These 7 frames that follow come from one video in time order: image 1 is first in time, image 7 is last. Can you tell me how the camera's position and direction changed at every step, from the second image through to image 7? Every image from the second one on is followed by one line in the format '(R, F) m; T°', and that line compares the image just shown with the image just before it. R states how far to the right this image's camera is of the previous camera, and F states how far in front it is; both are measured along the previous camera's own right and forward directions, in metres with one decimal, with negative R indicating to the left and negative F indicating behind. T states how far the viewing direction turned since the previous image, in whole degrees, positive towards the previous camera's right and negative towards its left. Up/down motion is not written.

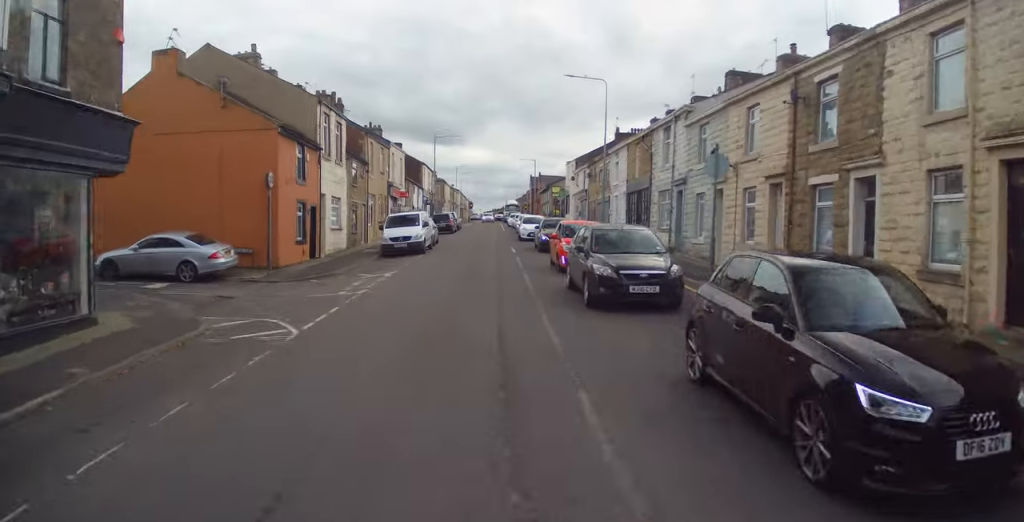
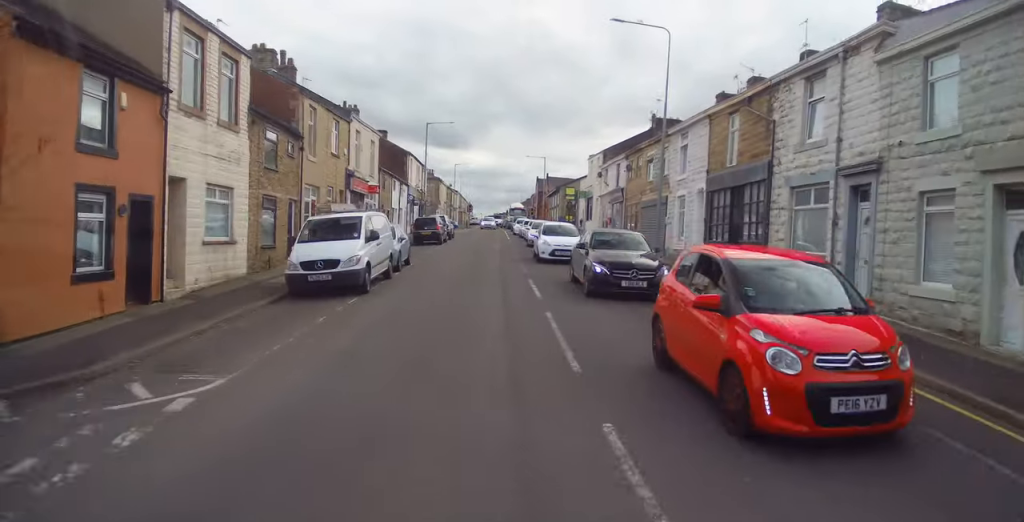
(-0.3, +12.6) m; -2°
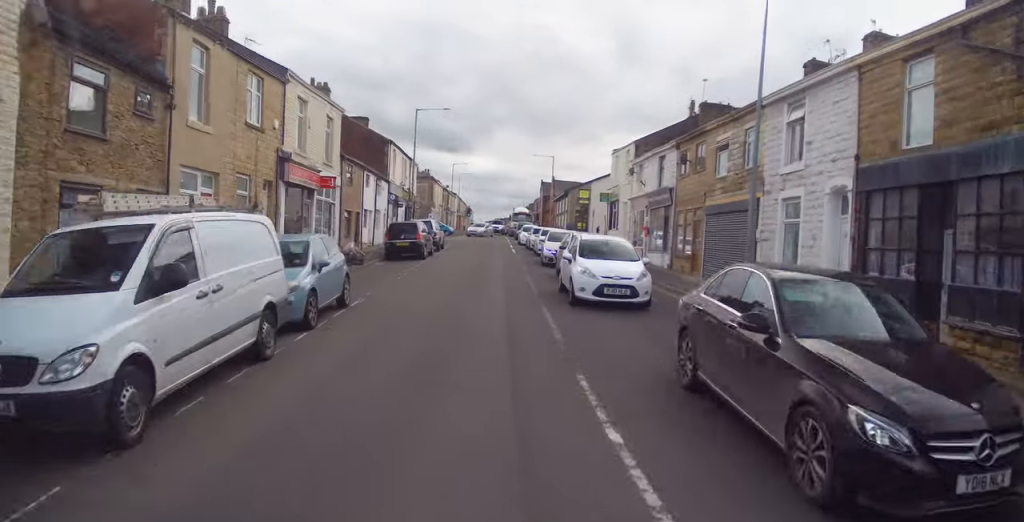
(-0.2, +9.7) m; 0°
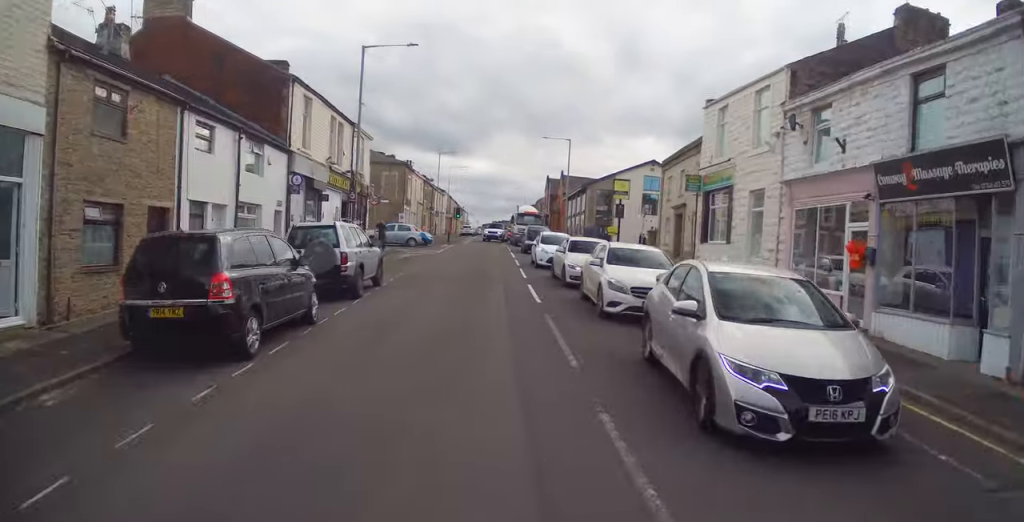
(+0.6, +19.4) m; +2°
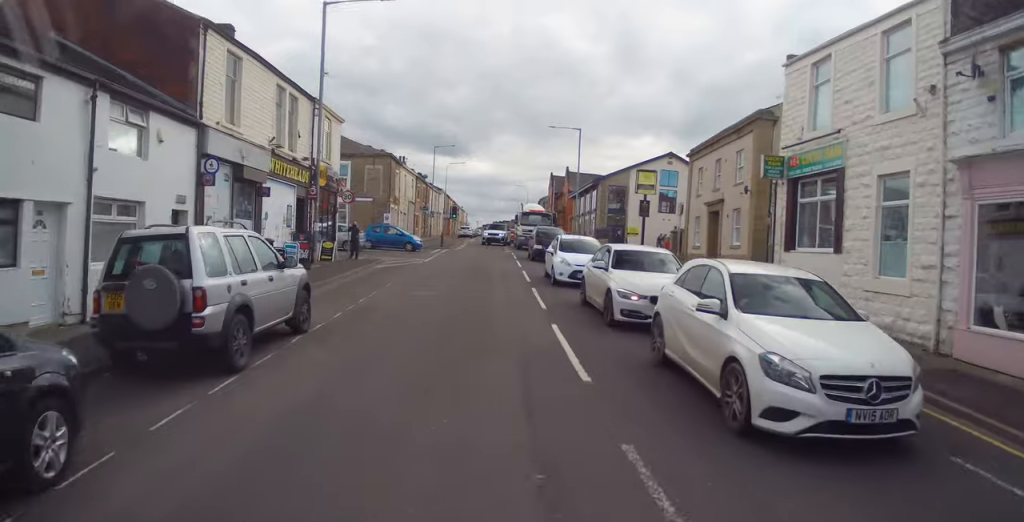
(-0.1, +6.7) m; -2°
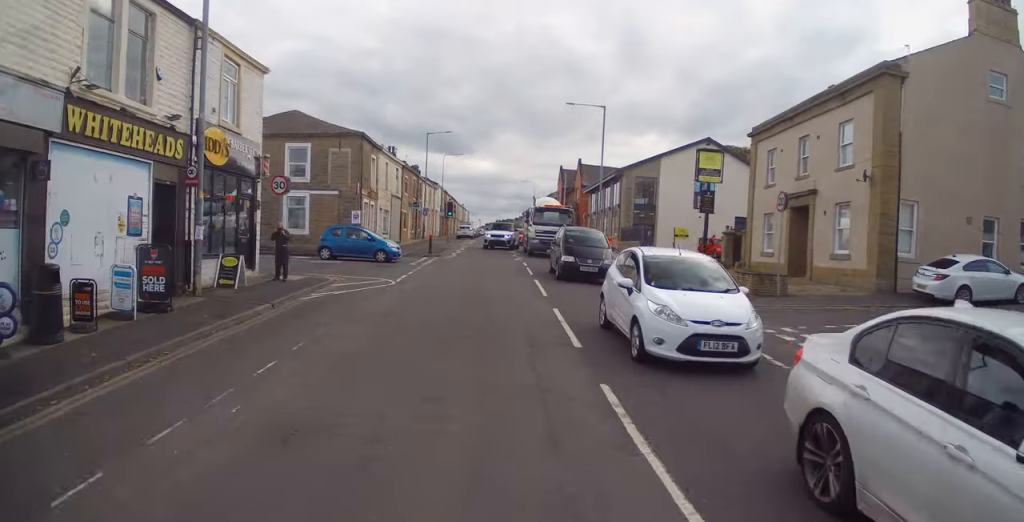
(-0.3, +10.2) m; -1°
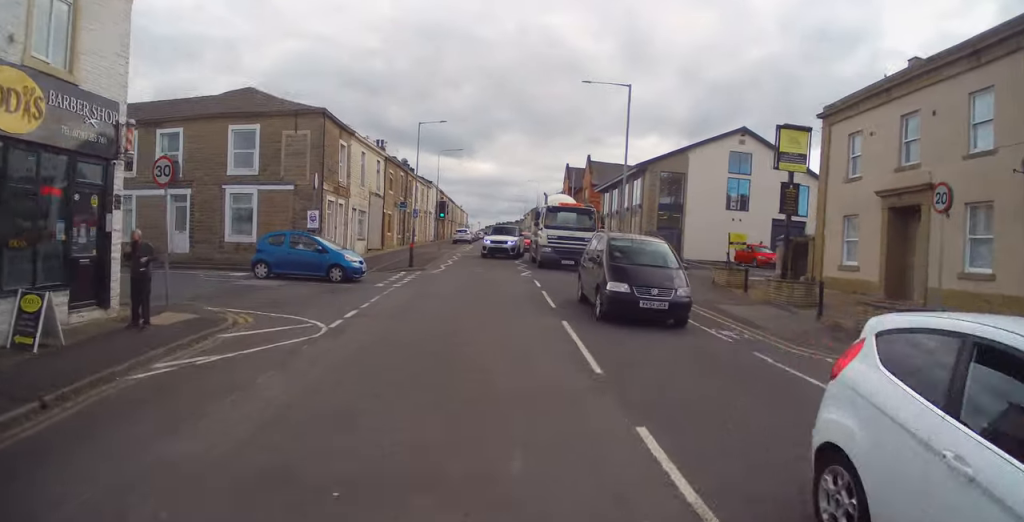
(+0.1, +7.6) m; +1°
